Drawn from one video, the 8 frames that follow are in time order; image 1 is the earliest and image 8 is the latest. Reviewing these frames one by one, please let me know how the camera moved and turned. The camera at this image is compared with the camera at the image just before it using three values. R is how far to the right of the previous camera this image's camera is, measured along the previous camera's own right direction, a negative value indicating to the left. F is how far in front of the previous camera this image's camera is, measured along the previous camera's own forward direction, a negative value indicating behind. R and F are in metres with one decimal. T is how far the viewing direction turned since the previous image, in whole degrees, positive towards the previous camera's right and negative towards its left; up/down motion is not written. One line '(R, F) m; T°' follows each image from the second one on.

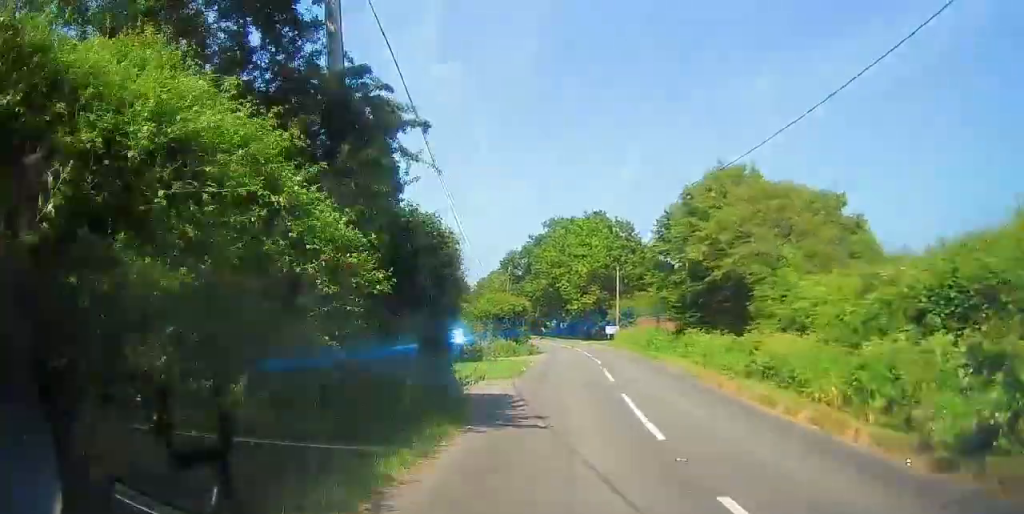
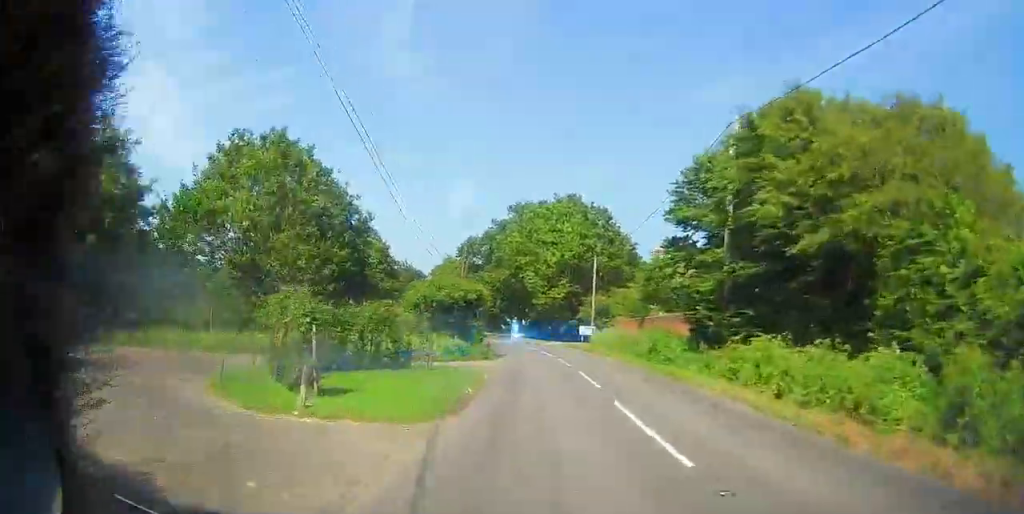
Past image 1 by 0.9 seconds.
(+0.2, +9.9) m; -6°
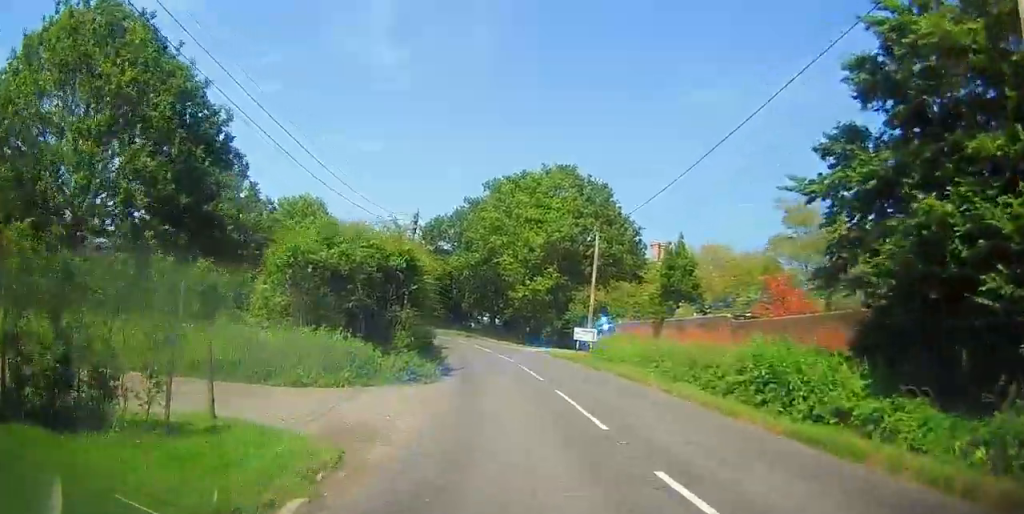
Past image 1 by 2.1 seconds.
(-2.6, +14.5) m; -11°
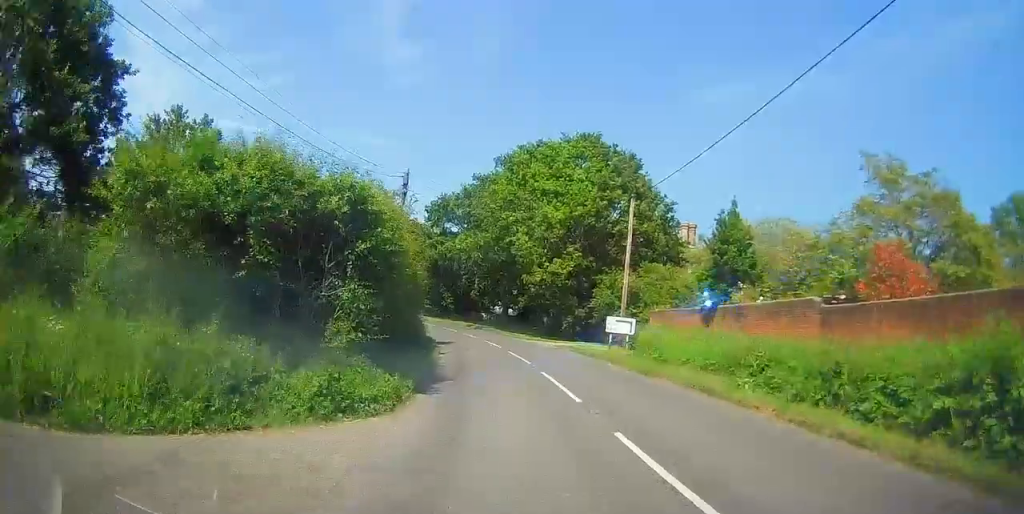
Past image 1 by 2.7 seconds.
(-0.2, +7.8) m; +3°
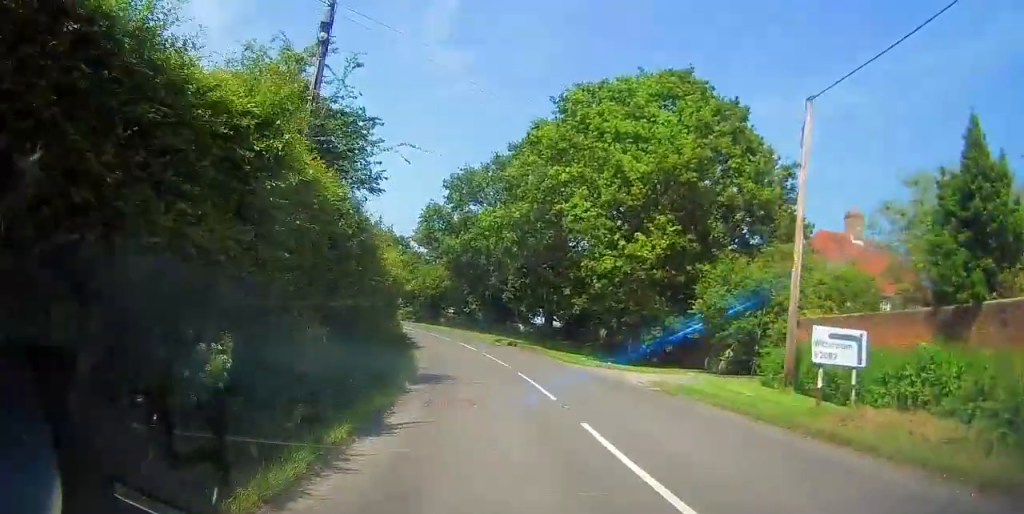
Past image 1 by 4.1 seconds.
(+2.7, +15.2) m; +5°
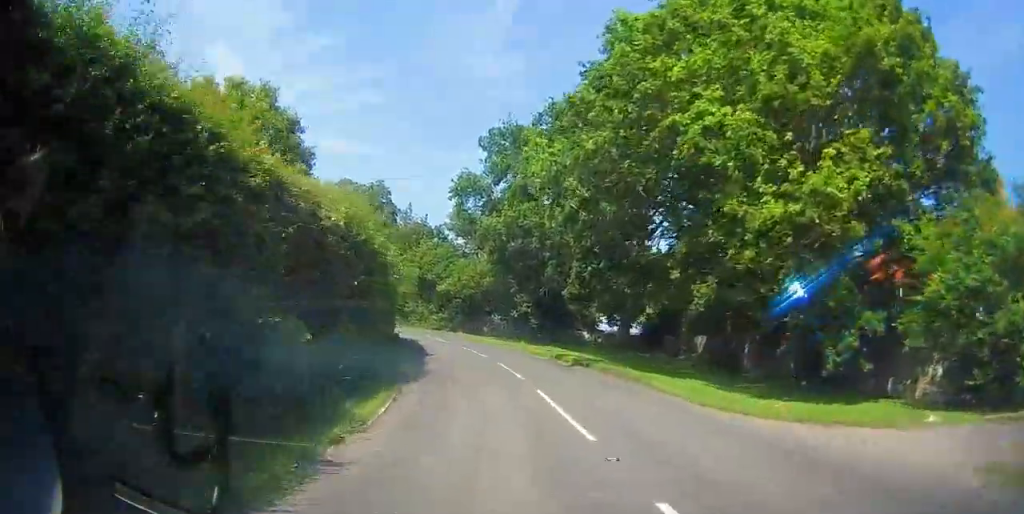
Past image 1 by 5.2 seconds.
(-2.3, +13.0) m; -13°
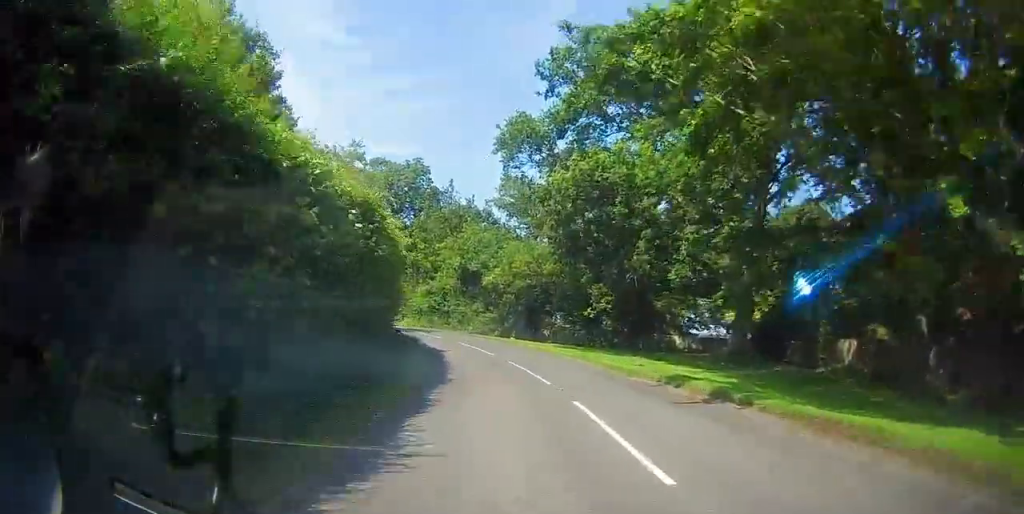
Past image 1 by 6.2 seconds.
(-0.2, +12.3) m; -1°
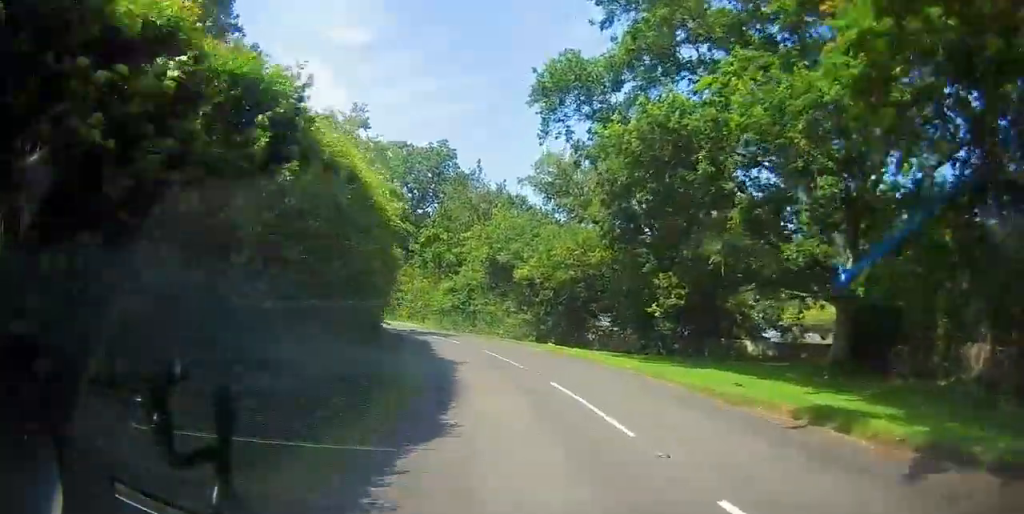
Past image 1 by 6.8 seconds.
(0.0, +7.1) m; -1°
